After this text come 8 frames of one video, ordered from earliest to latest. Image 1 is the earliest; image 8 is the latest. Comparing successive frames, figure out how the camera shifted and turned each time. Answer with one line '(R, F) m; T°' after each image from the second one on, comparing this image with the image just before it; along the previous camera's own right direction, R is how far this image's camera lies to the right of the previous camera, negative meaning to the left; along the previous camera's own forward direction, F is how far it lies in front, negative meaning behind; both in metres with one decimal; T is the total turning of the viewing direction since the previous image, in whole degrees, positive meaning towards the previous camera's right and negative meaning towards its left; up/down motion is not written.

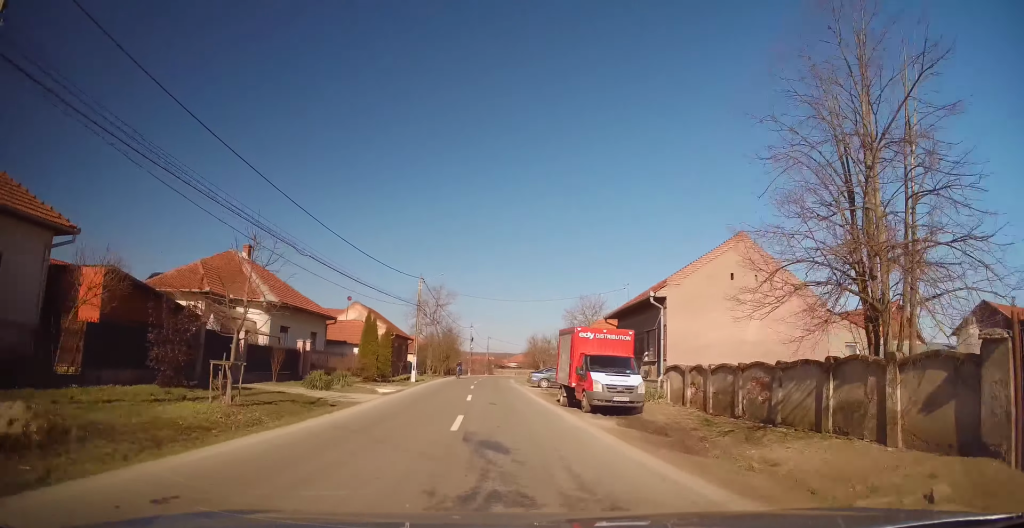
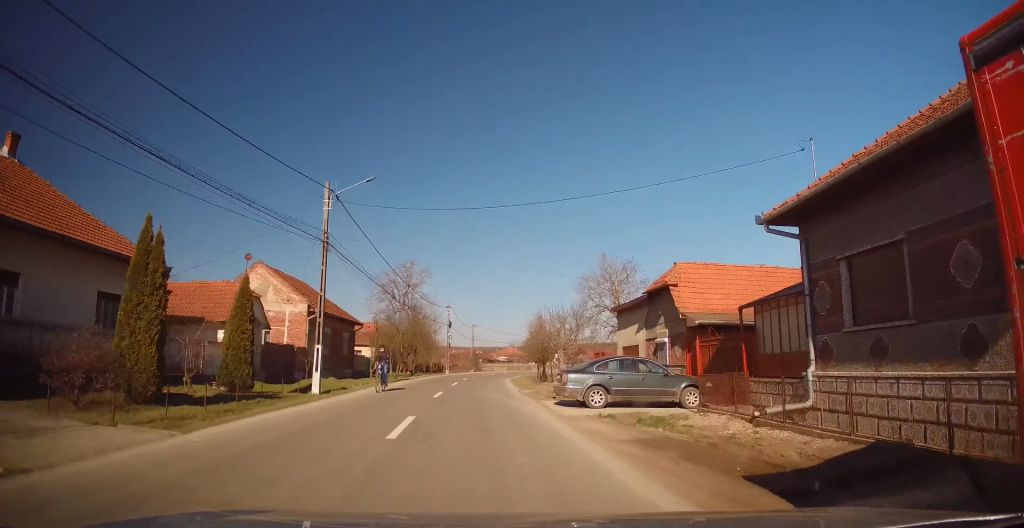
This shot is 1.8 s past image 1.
(+0.7, +17.9) m; +1°
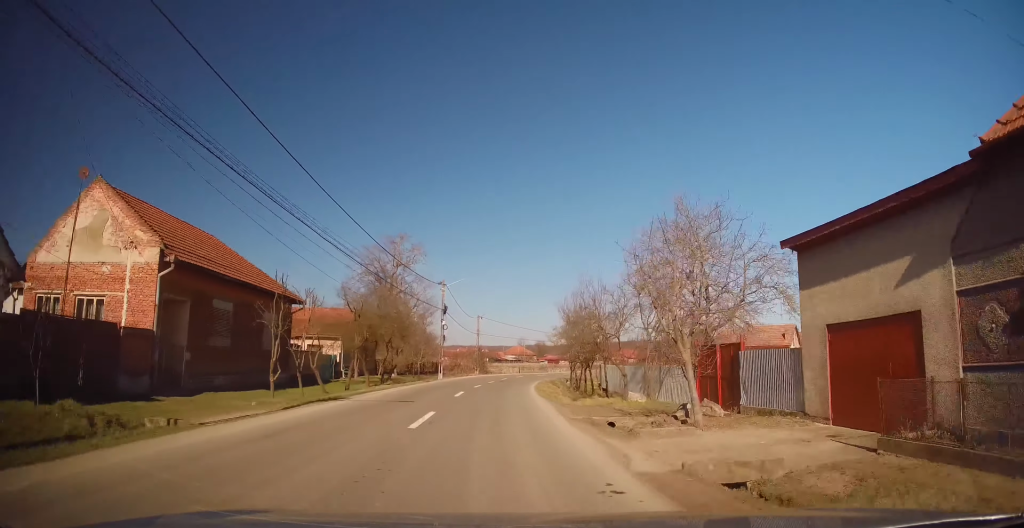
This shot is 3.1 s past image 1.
(-0.3, +16.2) m; -1°
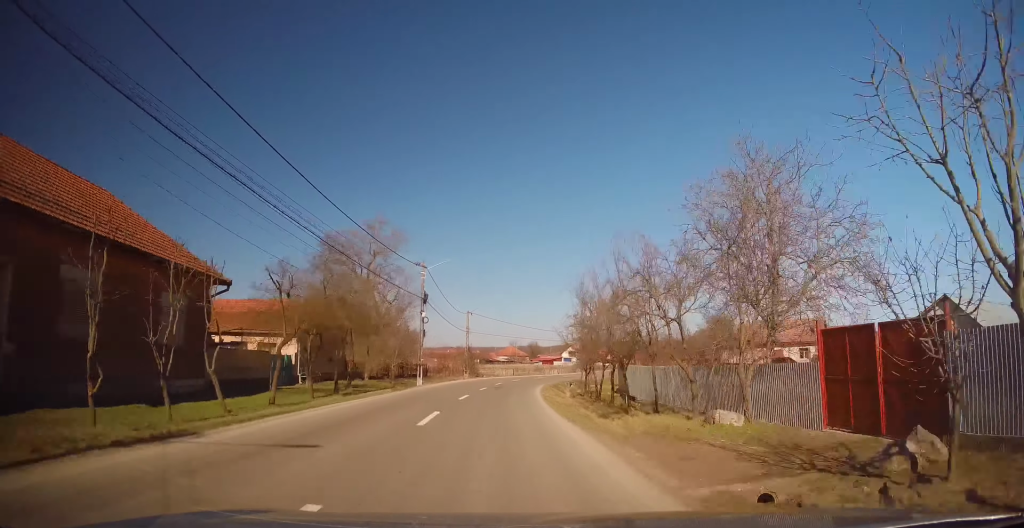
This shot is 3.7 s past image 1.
(0.0, +8.3) m; 0°
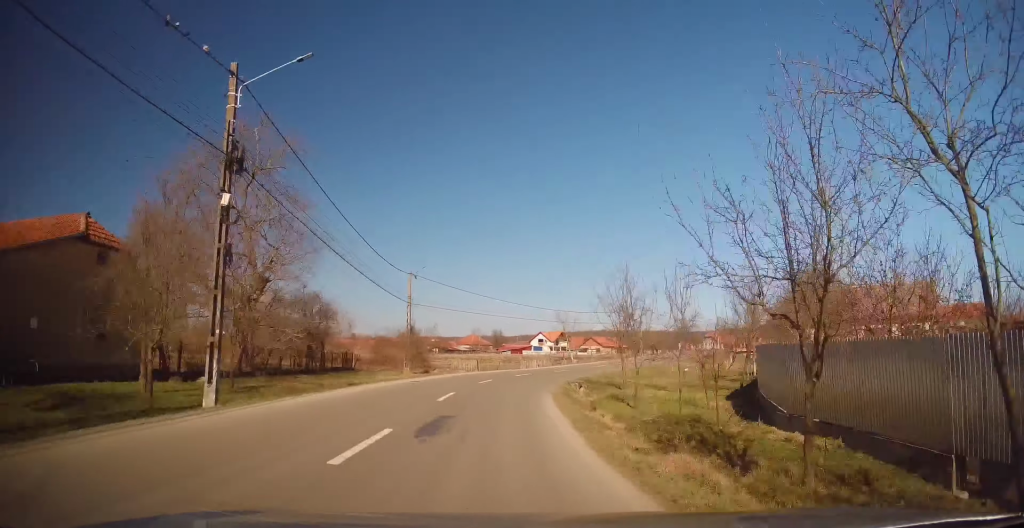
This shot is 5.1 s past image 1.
(+0.5, +21.8) m; +5°
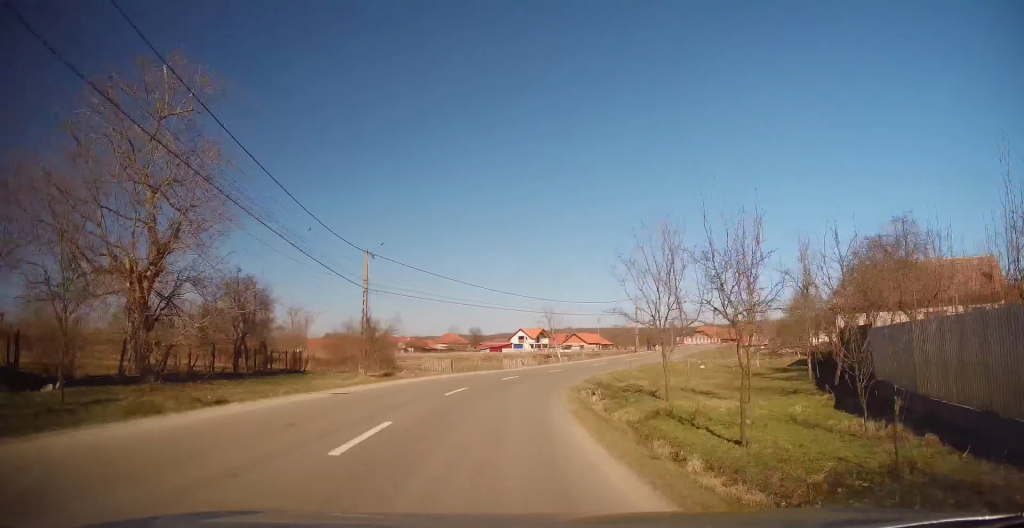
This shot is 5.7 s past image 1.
(+0.1, +8.3) m; +3°
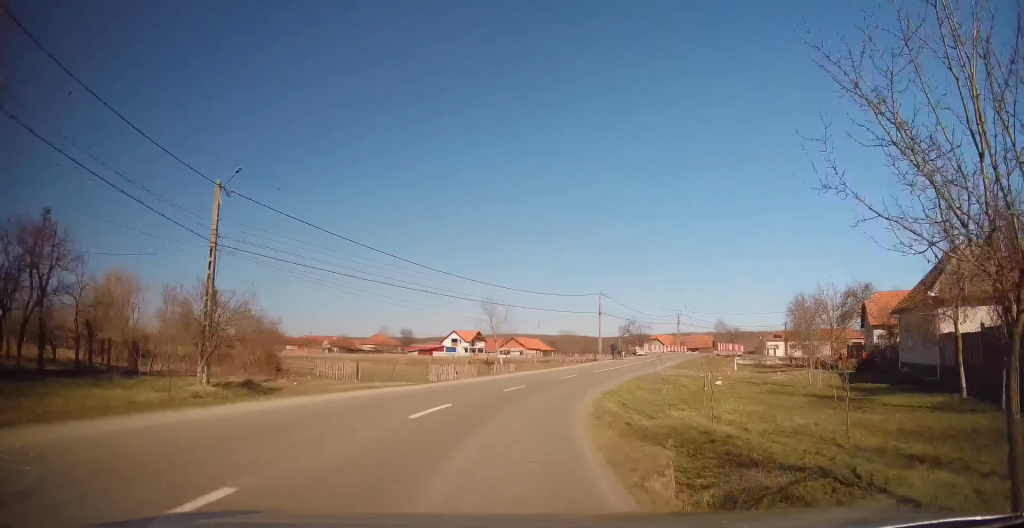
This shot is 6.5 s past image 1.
(+0.7, +13.8) m; +6°
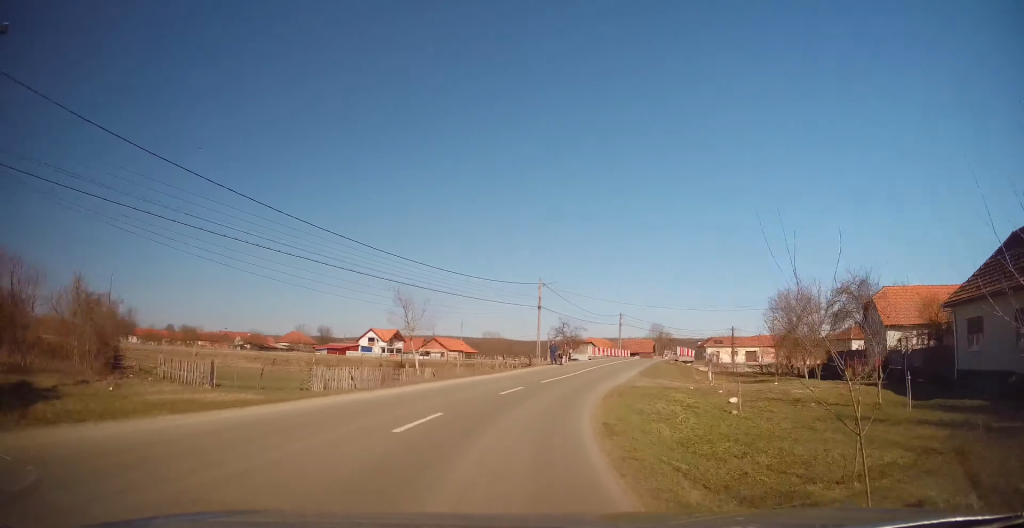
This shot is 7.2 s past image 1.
(+0.5, +10.7) m; +5°
